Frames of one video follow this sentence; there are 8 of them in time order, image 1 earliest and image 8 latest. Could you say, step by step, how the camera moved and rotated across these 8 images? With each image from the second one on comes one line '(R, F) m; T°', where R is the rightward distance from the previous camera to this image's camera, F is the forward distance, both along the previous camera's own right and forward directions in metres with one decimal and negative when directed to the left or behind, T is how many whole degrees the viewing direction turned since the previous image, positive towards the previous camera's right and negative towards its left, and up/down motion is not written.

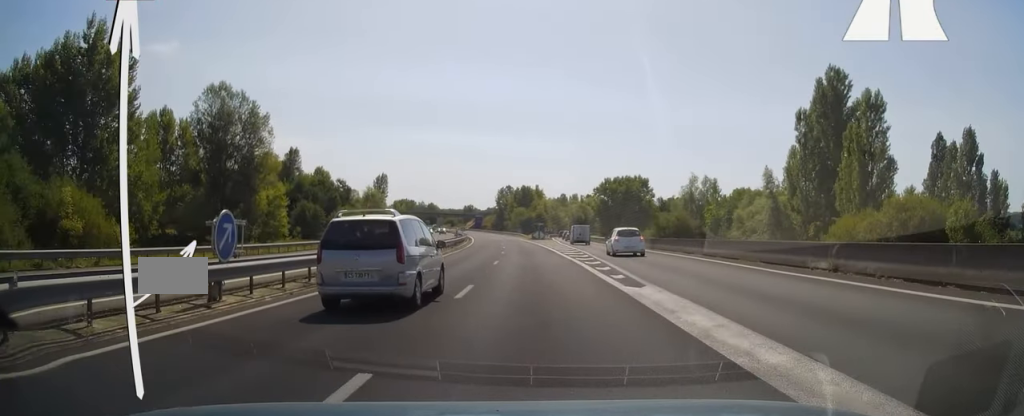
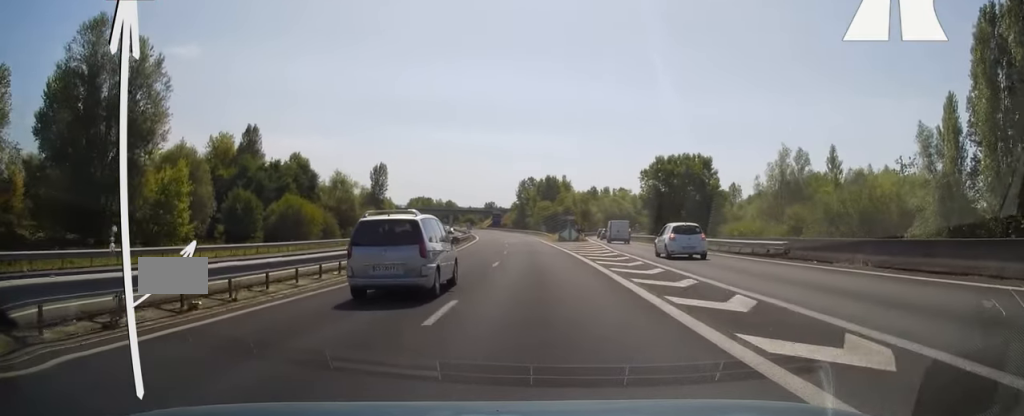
(-0.6, +31.3) m; -2°
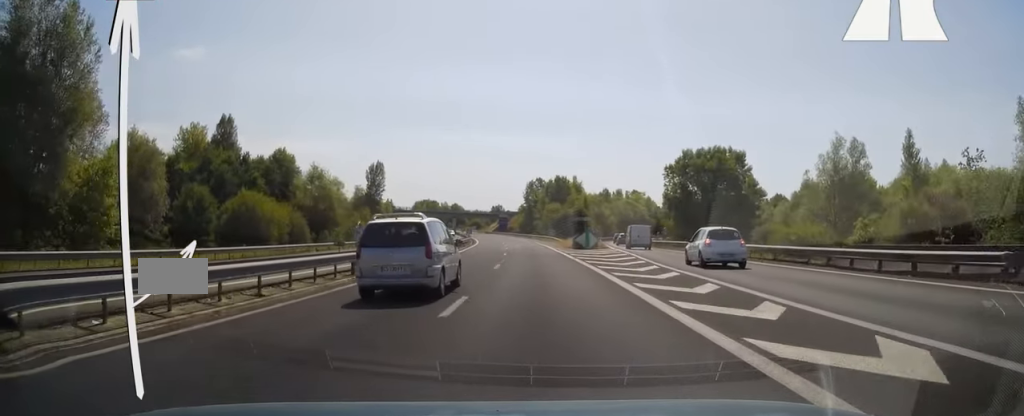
(-0.2, +12.5) m; -1°
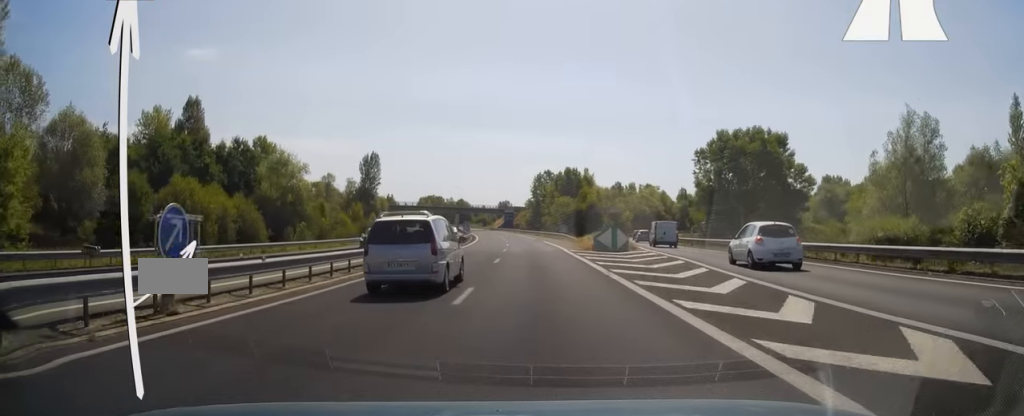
(-0.1, +12.5) m; -1°
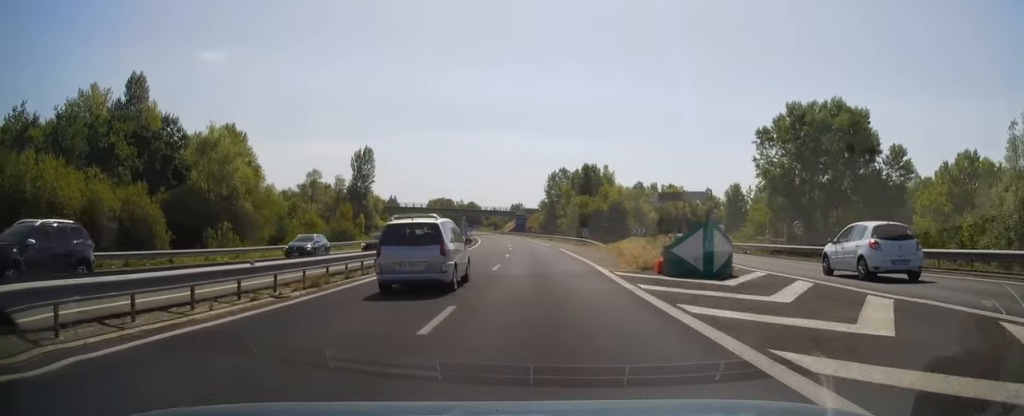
(-0.2, +16.9) m; -1°
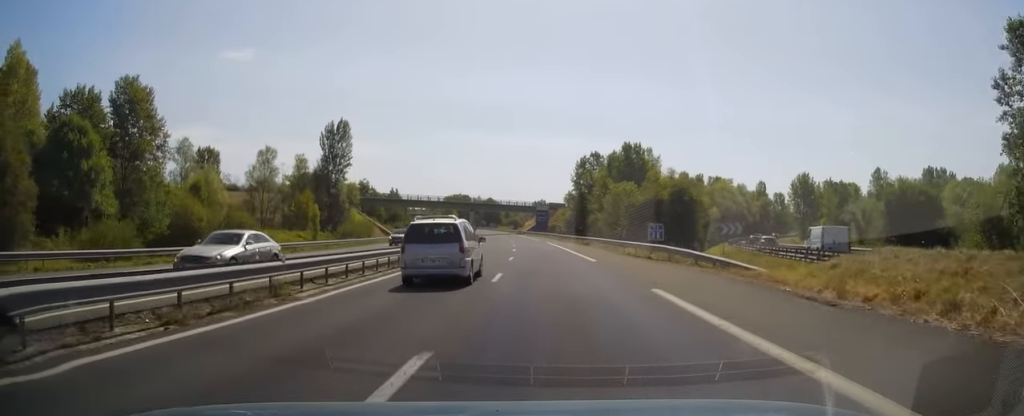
(-0.6, +31.0) m; -2°
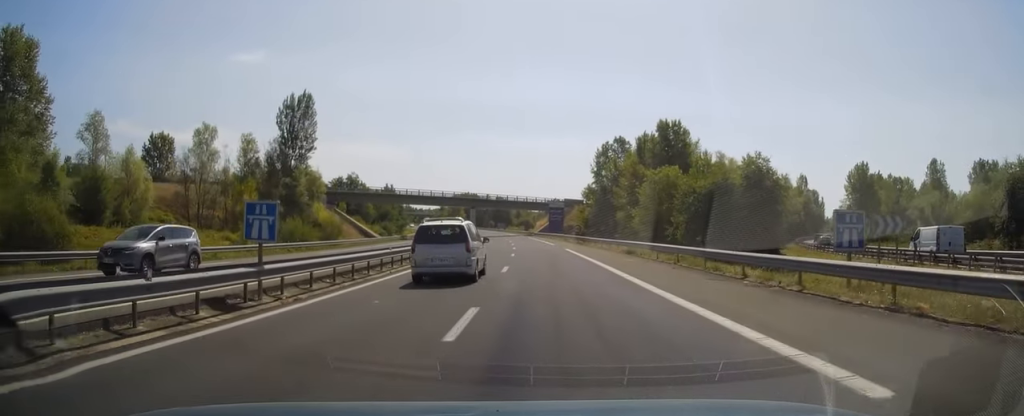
(-0.2, +21.4) m; -1°
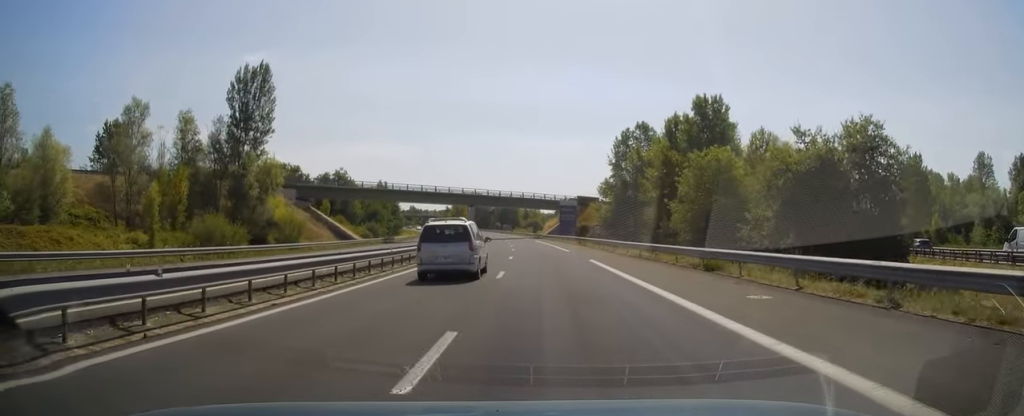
(-0.2, +15.7) m; -1°
